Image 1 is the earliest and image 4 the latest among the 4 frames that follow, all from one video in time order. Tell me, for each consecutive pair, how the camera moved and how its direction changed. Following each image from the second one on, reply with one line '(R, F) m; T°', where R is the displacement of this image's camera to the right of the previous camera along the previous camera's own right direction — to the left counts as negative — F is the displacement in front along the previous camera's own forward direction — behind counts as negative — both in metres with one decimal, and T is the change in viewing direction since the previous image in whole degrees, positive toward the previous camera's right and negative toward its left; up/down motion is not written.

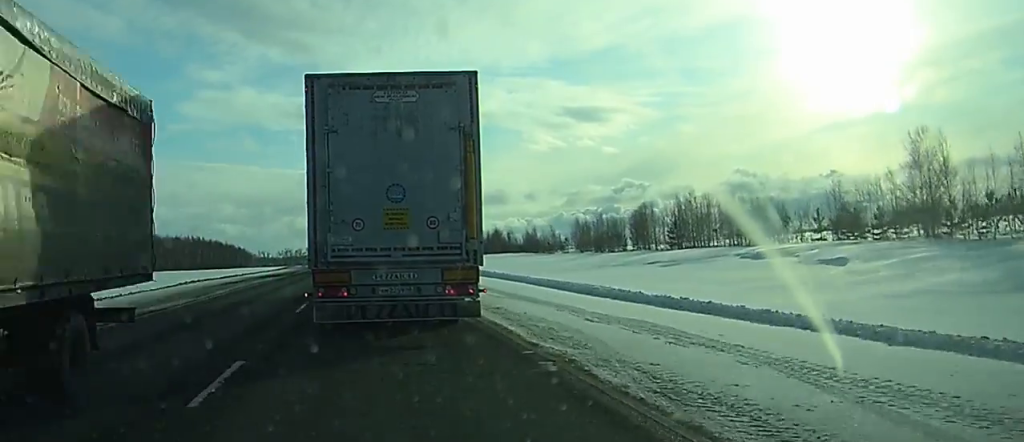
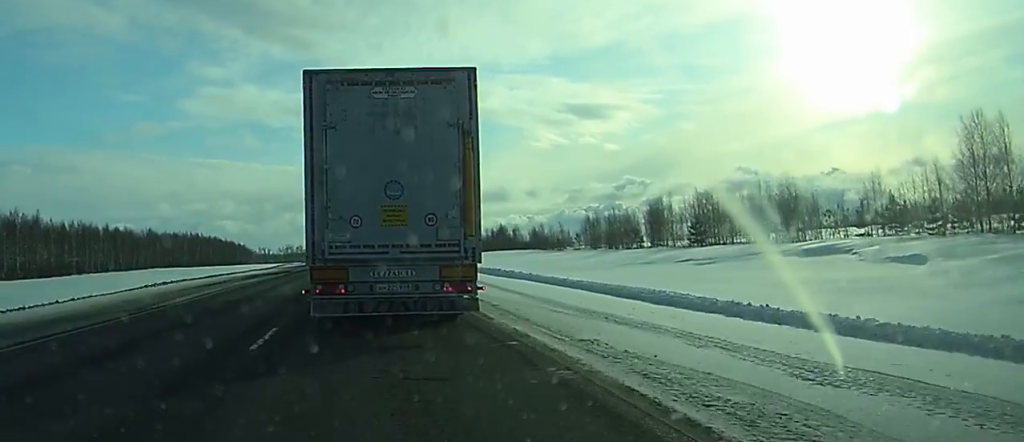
(0.0, +7.9) m; 0°
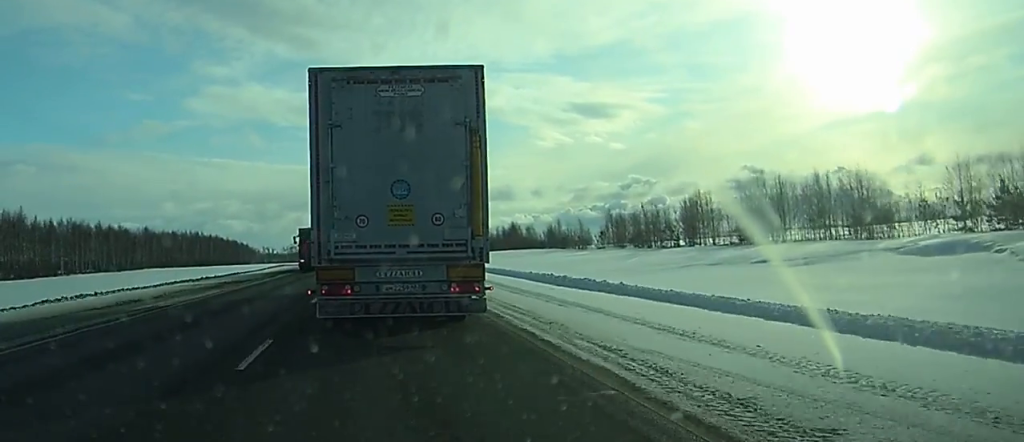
(0.0, +13.9) m; 0°
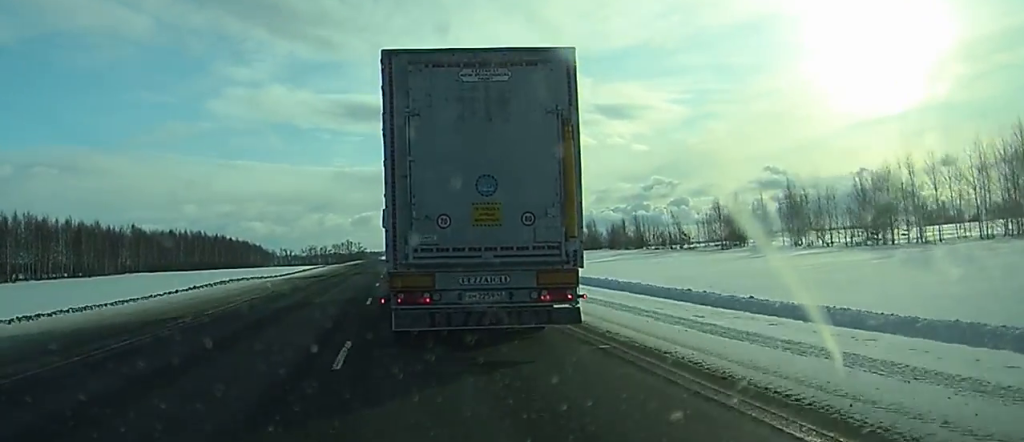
(-0.4, +47.1) m; -1°
